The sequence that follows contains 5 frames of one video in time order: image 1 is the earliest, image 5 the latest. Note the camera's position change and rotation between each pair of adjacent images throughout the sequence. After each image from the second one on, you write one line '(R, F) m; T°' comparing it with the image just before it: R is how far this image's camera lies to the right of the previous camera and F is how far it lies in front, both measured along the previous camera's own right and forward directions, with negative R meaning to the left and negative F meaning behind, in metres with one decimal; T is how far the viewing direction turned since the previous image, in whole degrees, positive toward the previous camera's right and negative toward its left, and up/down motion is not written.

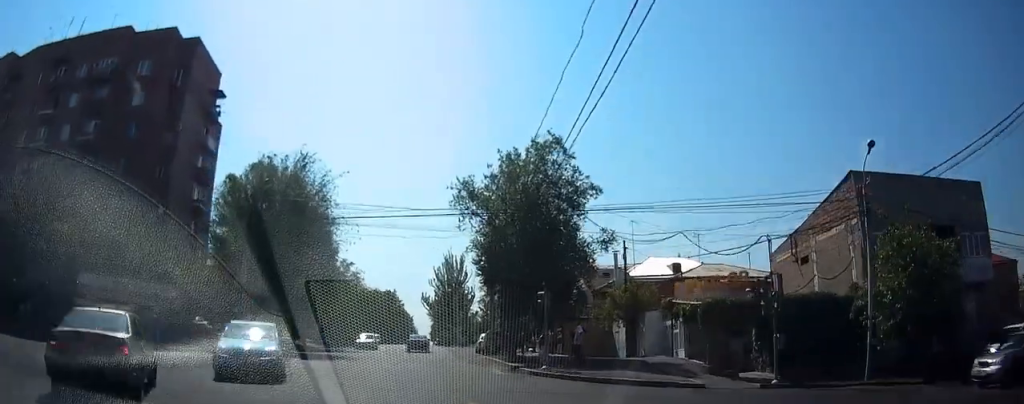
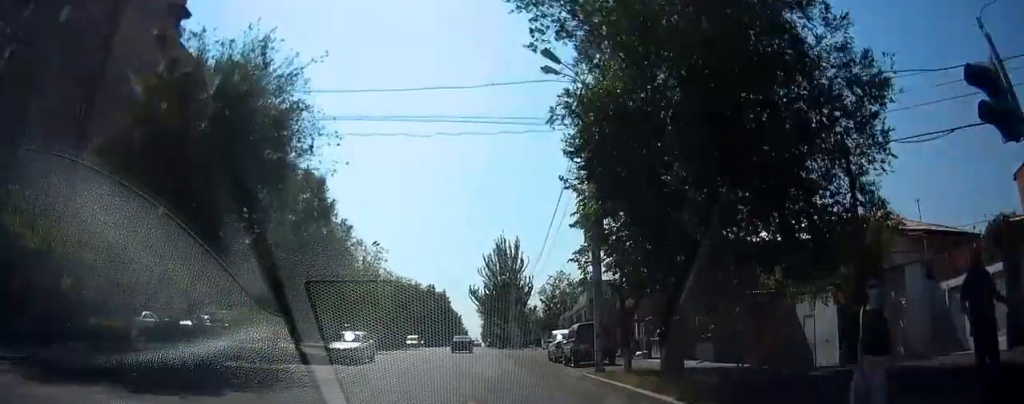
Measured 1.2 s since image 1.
(-0.6, +18.7) m; -3°
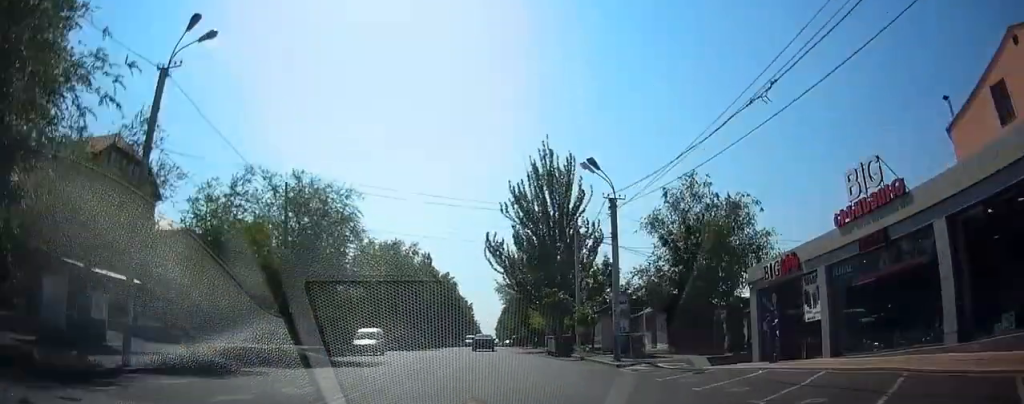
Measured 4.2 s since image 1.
(-2.1, +44.9) m; -4°
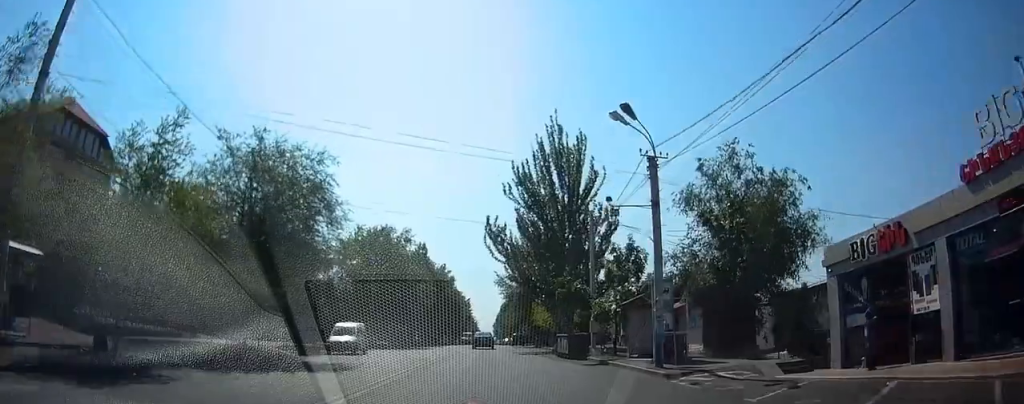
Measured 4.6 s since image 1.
(-0.1, +6.0) m; 0°
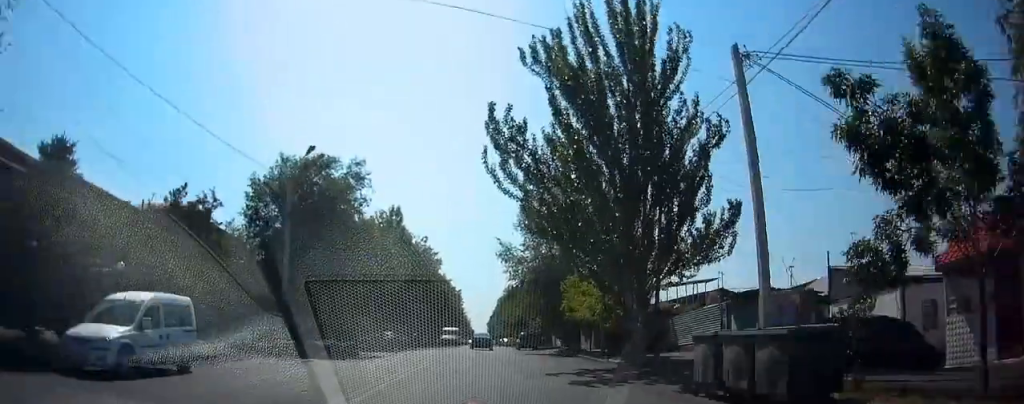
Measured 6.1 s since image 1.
(-0.1, +22.2) m; -1°
